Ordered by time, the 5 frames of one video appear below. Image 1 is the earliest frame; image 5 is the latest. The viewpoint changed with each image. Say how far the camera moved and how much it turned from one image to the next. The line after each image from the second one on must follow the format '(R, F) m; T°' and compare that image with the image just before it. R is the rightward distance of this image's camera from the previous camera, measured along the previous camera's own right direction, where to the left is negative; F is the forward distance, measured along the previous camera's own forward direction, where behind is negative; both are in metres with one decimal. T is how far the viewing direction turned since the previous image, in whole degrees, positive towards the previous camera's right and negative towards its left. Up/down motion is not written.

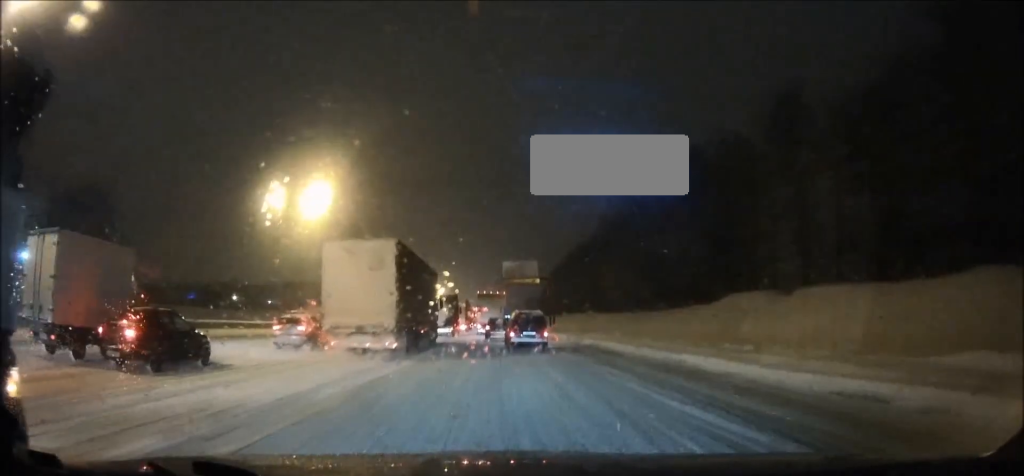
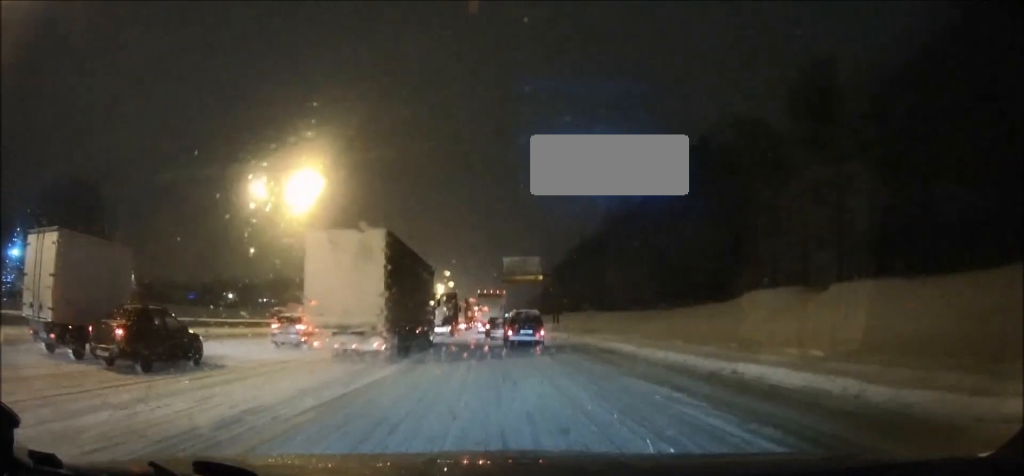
(0.0, +3.9) m; 0°
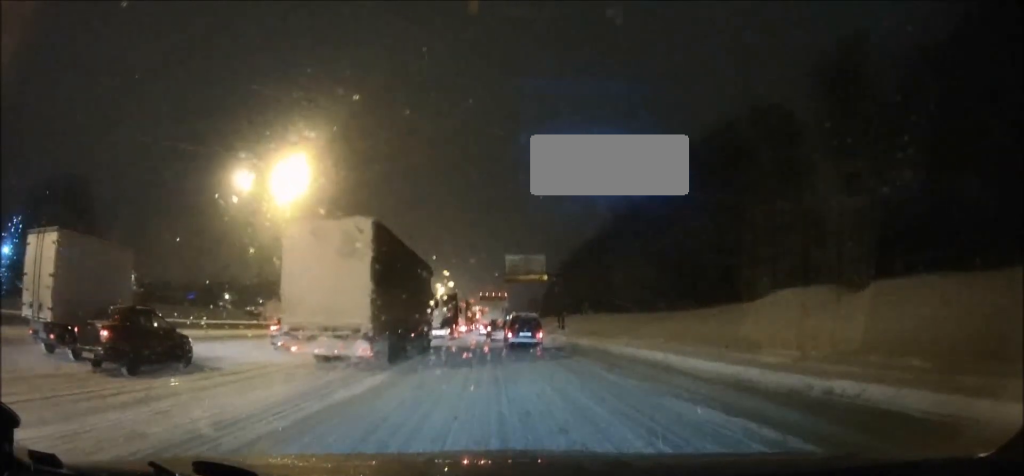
(0.0, +4.1) m; 0°
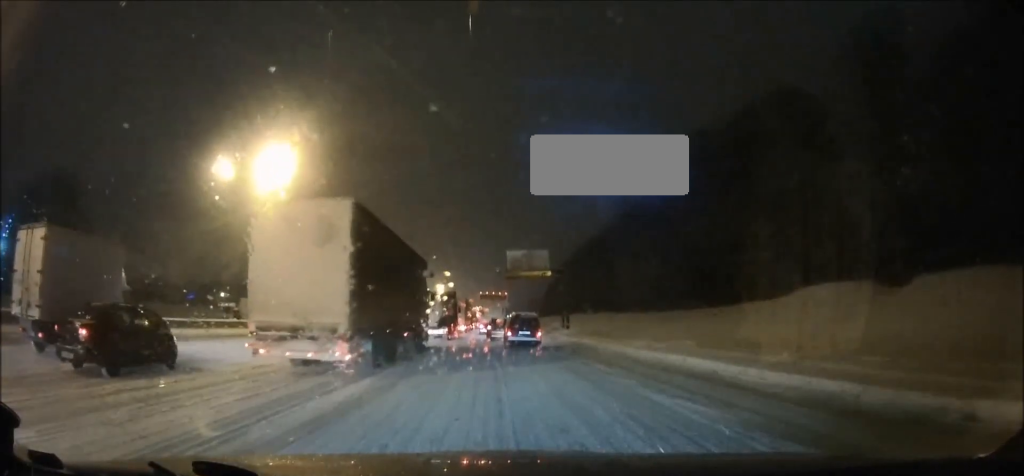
(0.0, +3.5) m; -1°
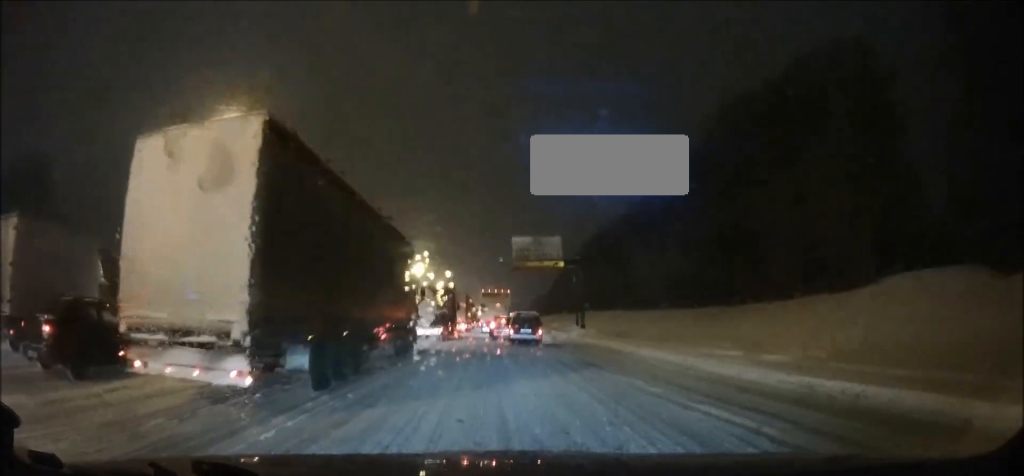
(-0.3, +8.3) m; -3°
